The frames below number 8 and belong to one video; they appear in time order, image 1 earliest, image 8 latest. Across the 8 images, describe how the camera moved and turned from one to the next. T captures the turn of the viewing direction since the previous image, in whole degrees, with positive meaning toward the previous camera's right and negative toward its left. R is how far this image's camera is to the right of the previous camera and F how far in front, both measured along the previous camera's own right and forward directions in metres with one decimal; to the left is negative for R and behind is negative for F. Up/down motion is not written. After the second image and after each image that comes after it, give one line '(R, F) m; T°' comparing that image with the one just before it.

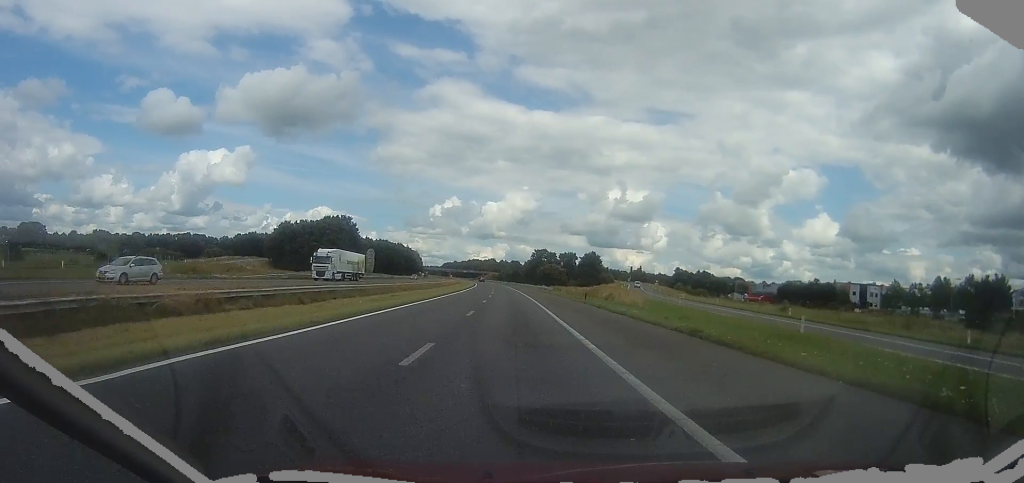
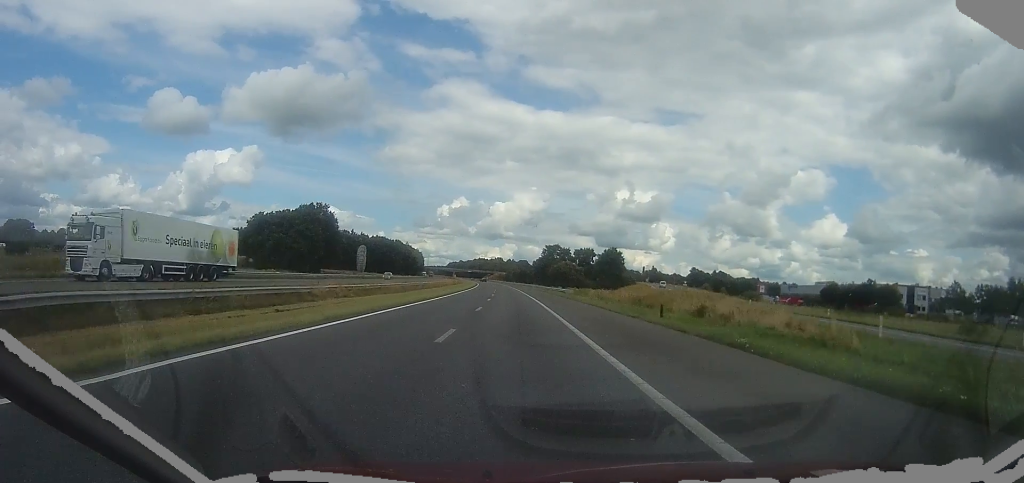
(0.0, +21.0) m; 0°
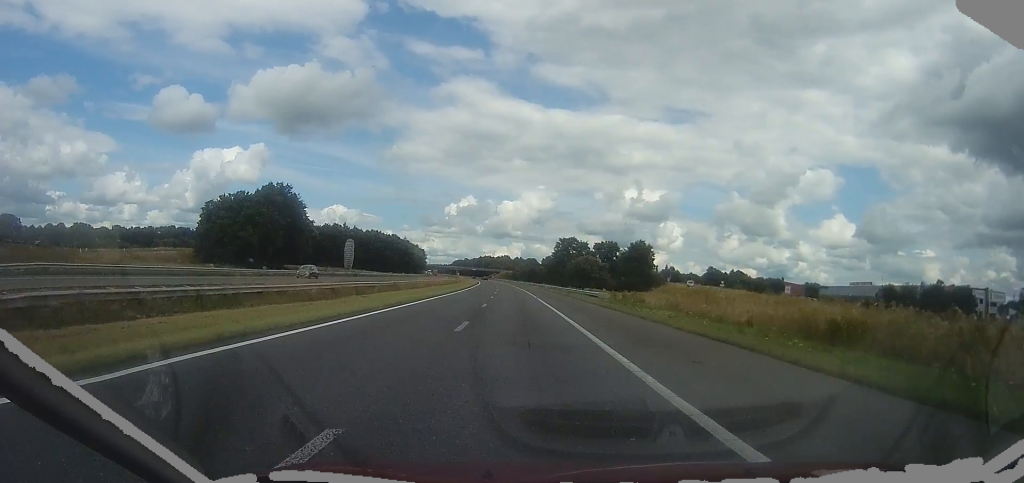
(+0.1, +21.8) m; -1°
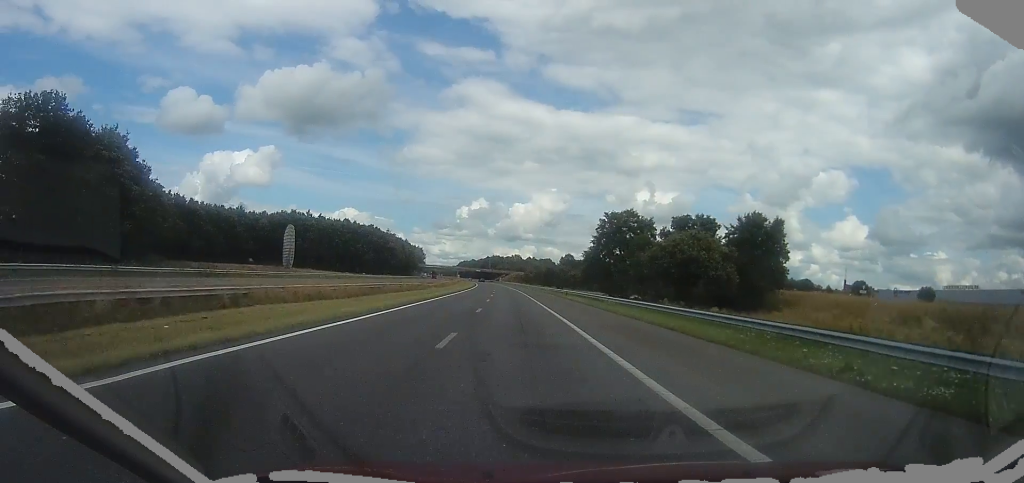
(-1.6, +50.6) m; -4°
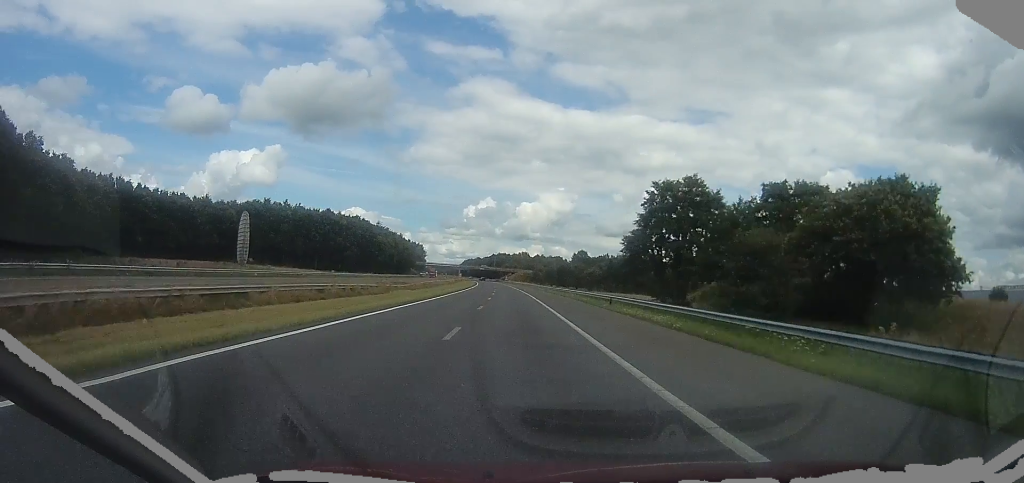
(-0.7, +22.7) m; -2°
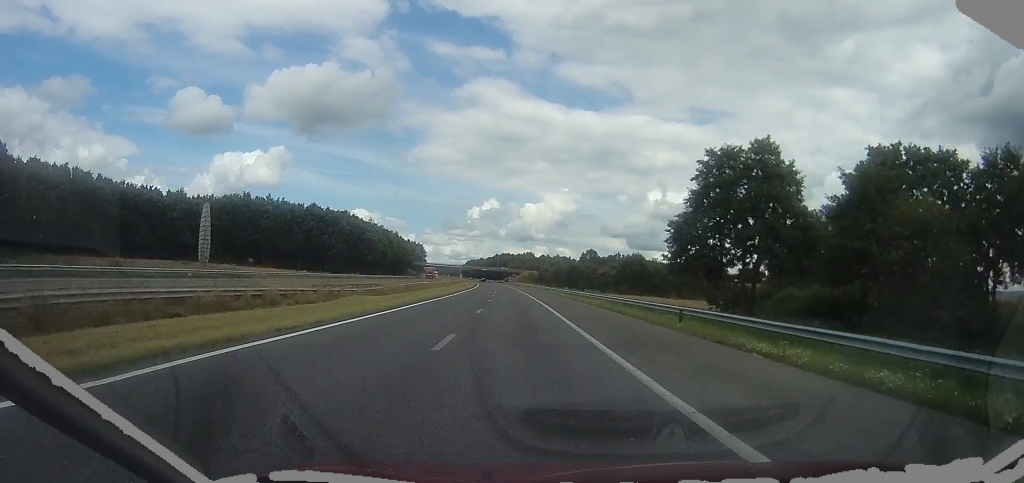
(-0.1, +13.7) m; 0°
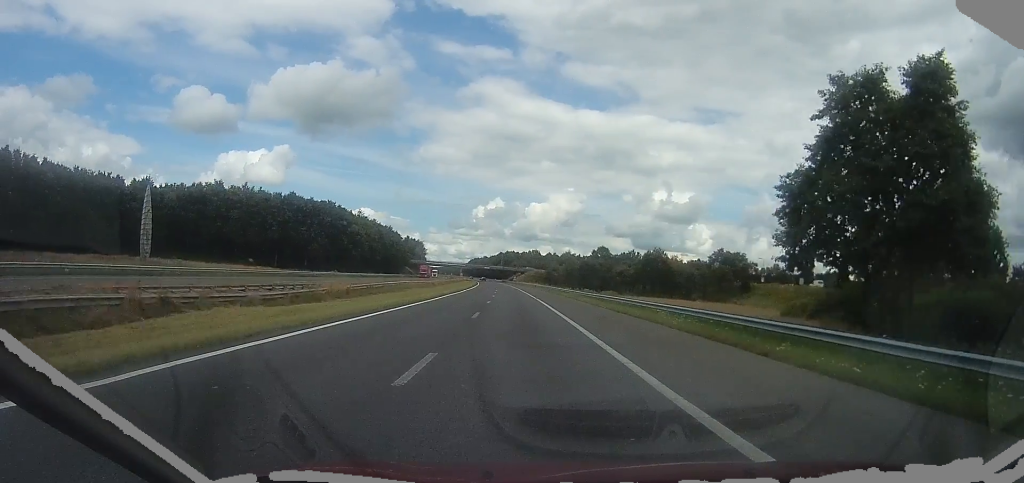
(0.0, +15.6) m; 0°
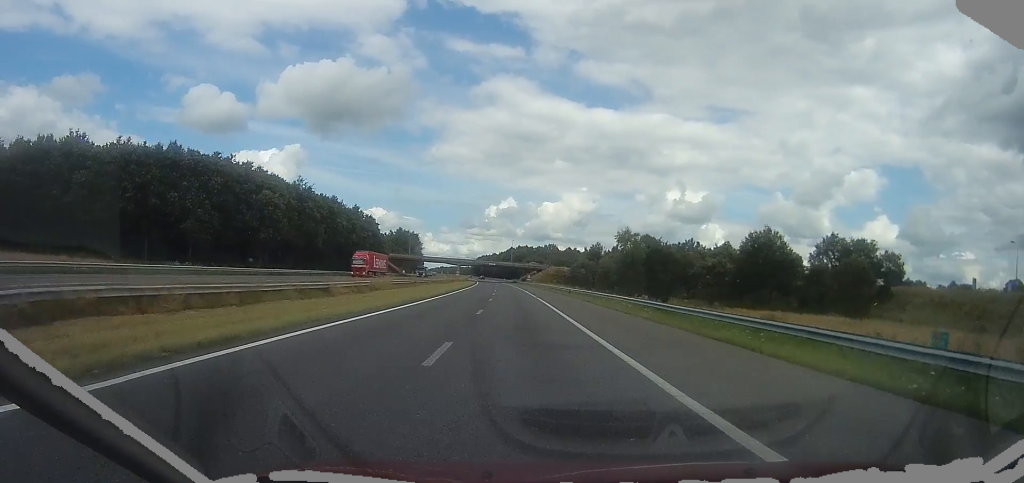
(0.0, +46.8) m; 0°
